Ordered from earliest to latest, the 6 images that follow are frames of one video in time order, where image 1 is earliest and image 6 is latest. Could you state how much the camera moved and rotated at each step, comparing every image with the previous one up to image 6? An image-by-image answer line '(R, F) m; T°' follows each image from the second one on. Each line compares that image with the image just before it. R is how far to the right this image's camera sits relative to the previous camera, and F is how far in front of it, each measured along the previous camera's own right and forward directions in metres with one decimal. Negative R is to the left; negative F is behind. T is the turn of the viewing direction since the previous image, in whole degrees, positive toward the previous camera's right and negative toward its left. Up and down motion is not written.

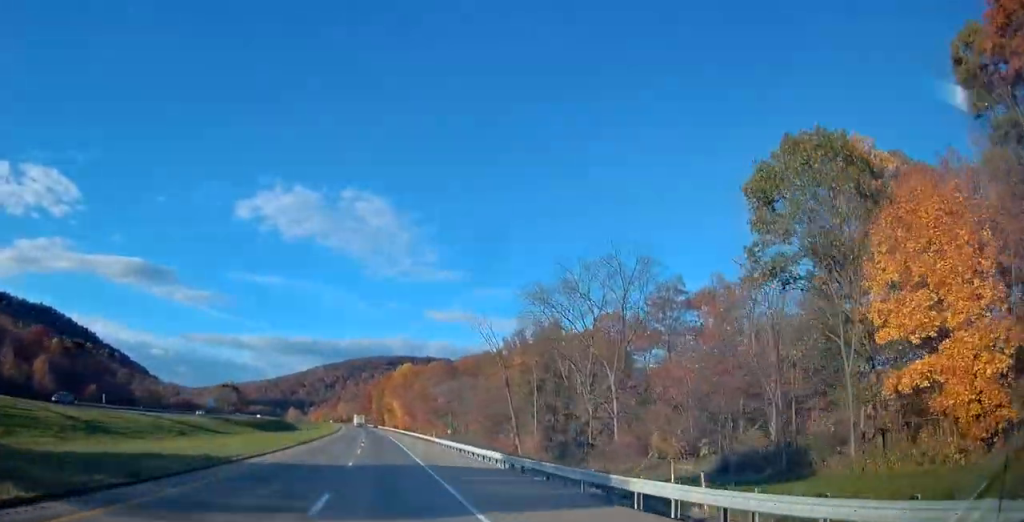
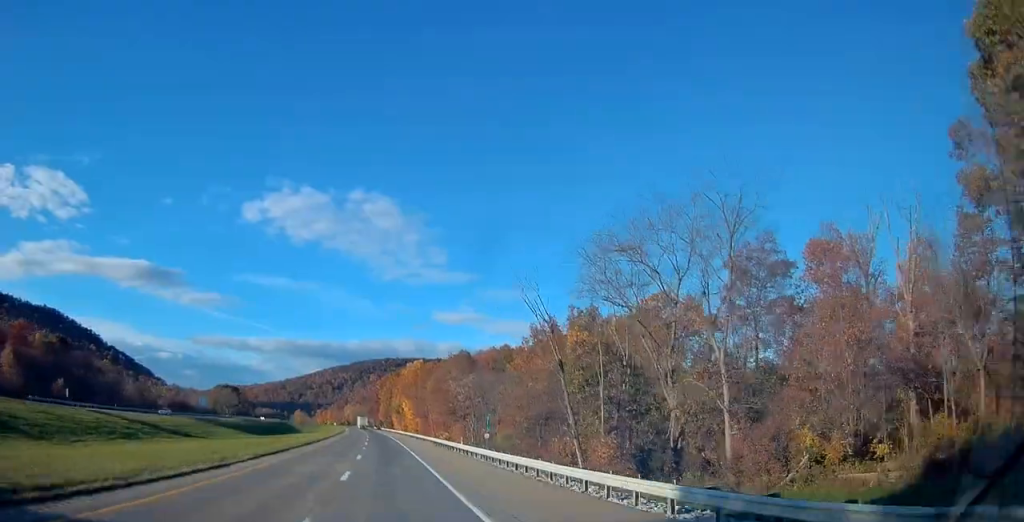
(+0.2, +16.9) m; 0°
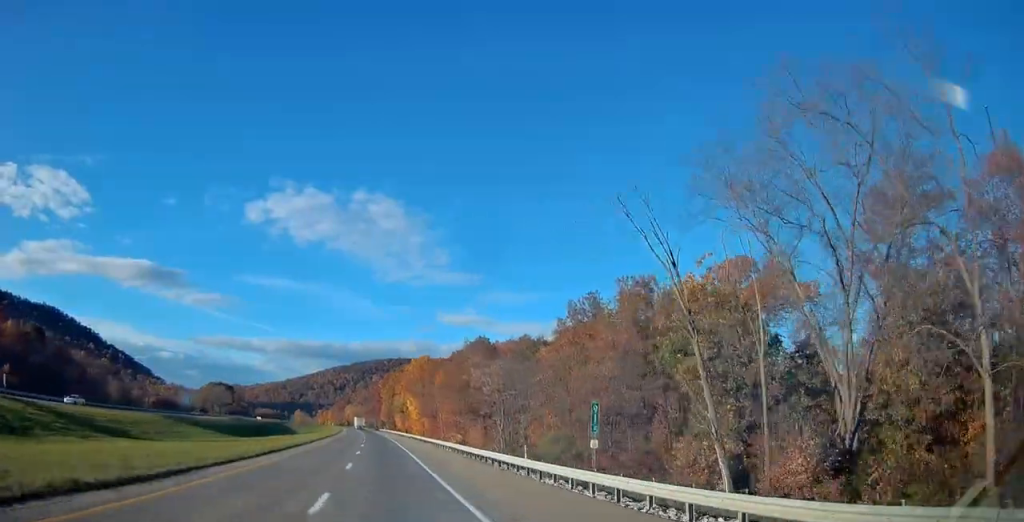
(-0.2, +19.9) m; -1°
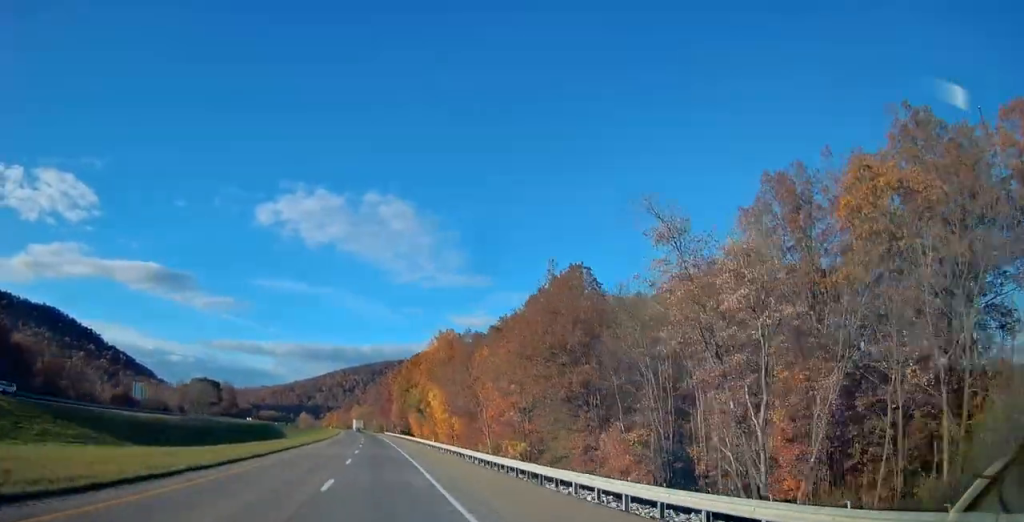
(-0.5, +44.7) m; -1°
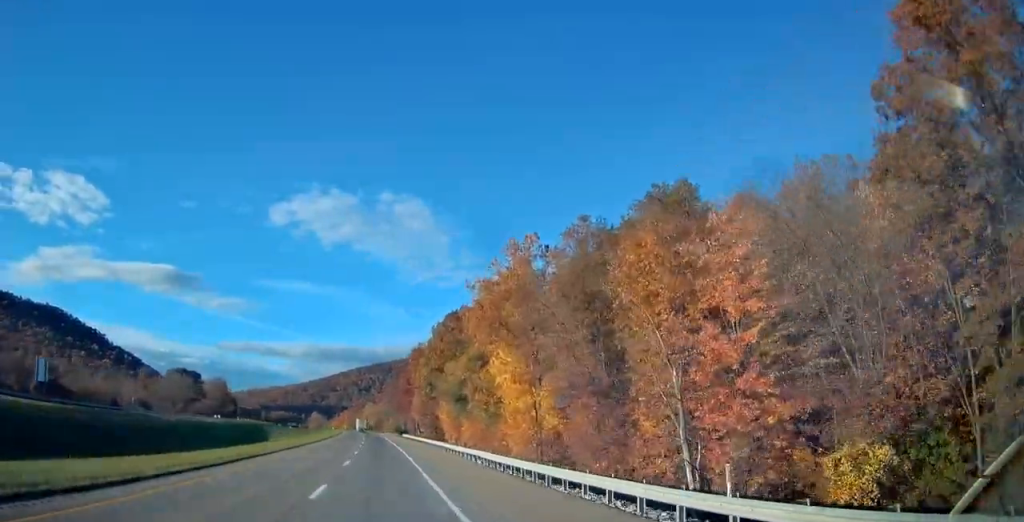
(-0.7, +50.3) m; -1°
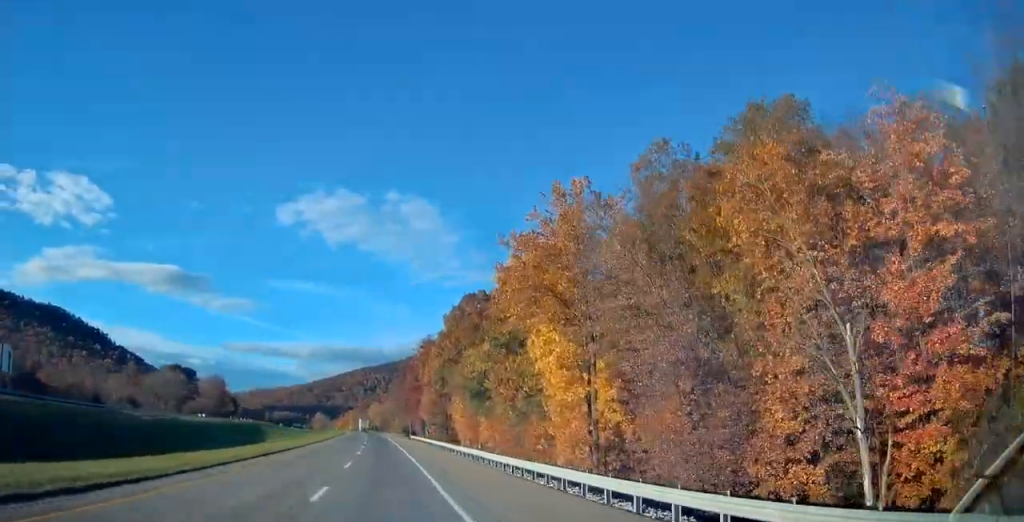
(+0.1, +12.8) m; 0°
